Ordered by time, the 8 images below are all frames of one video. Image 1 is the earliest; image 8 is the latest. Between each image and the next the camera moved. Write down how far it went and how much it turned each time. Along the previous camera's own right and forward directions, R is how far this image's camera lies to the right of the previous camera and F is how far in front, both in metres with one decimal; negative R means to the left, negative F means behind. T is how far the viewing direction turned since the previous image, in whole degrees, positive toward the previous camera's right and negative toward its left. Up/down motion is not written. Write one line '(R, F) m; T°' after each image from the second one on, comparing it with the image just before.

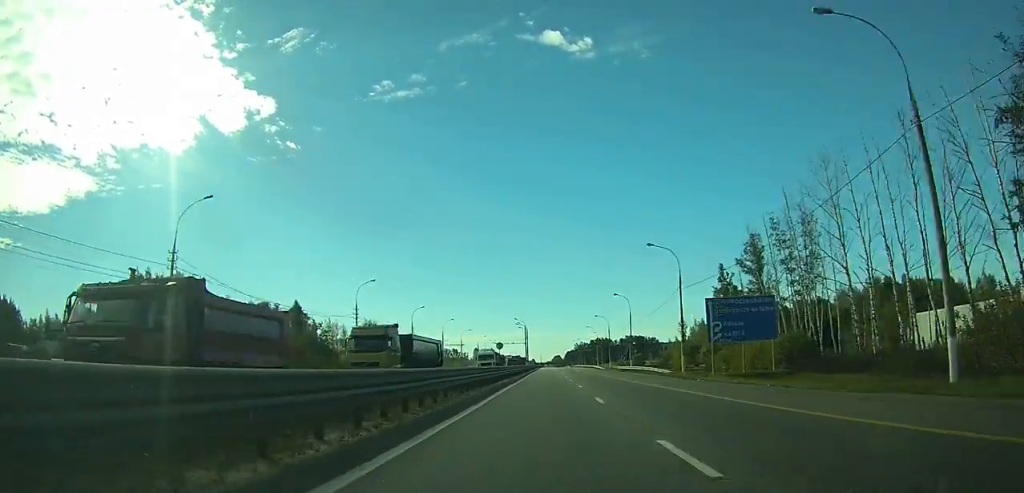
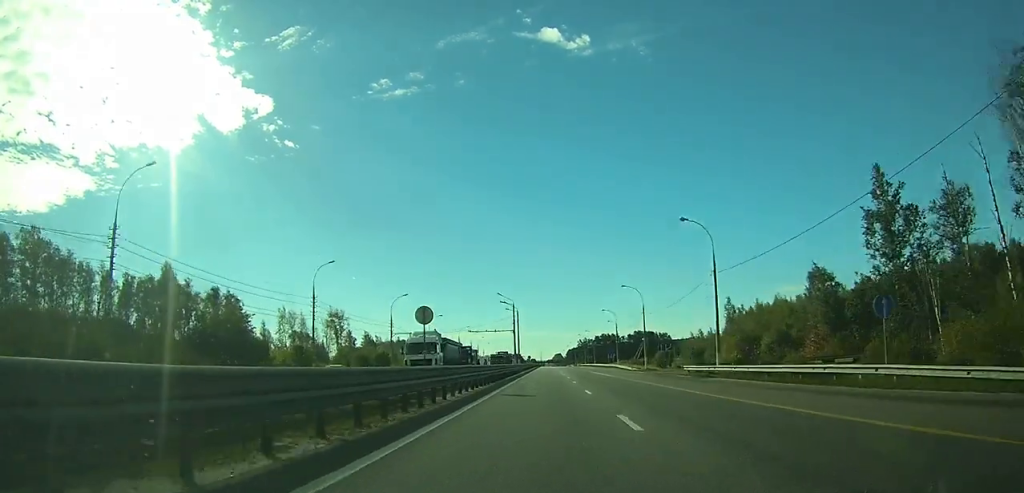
(+0.1, +43.5) m; 0°
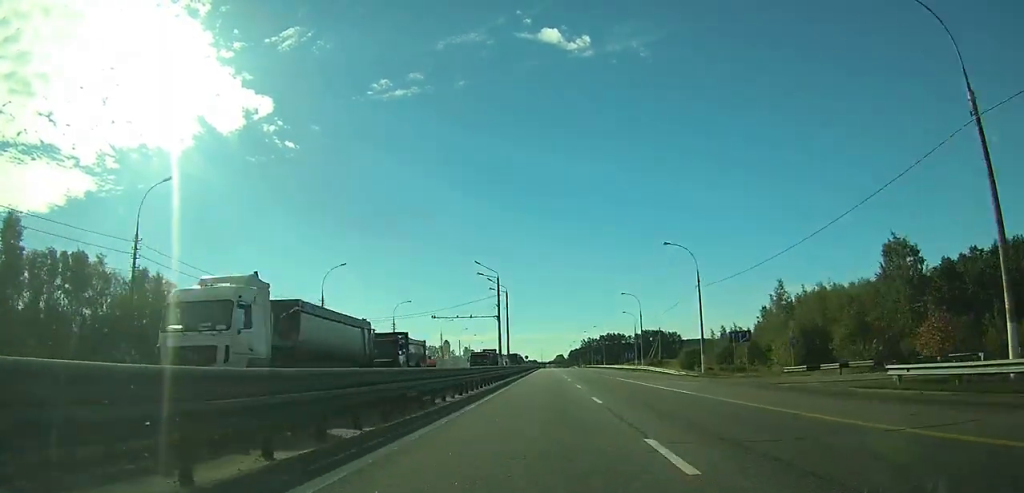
(0.0, +28.1) m; 0°
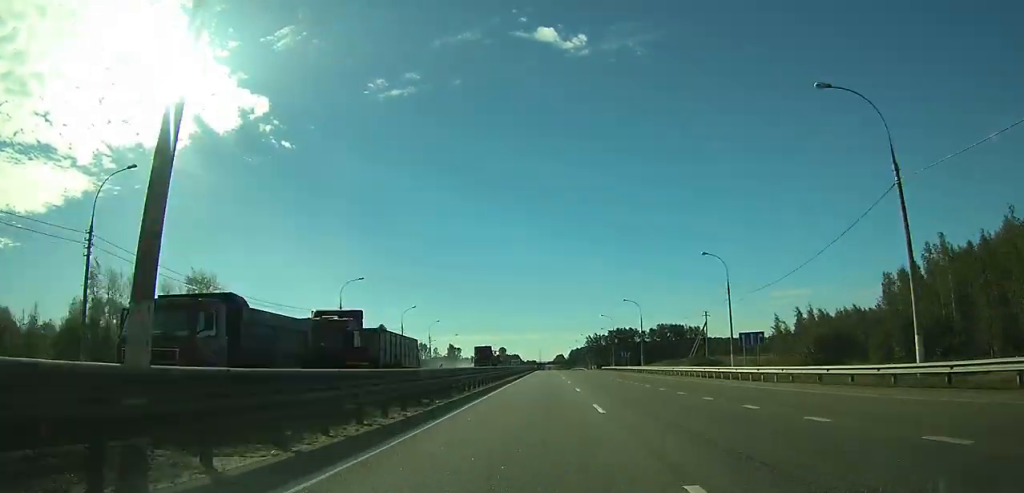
(+0.1, +63.4) m; 0°
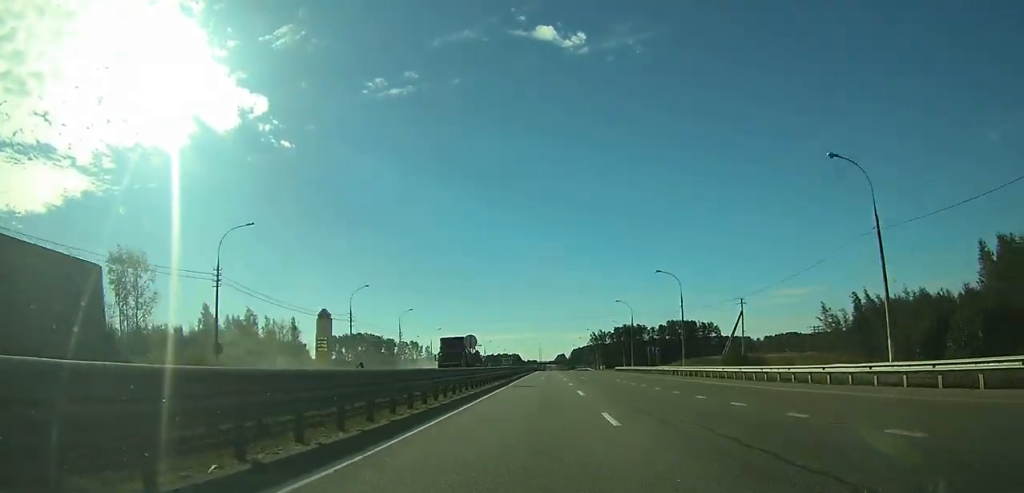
(+0.1, +26.9) m; 0°
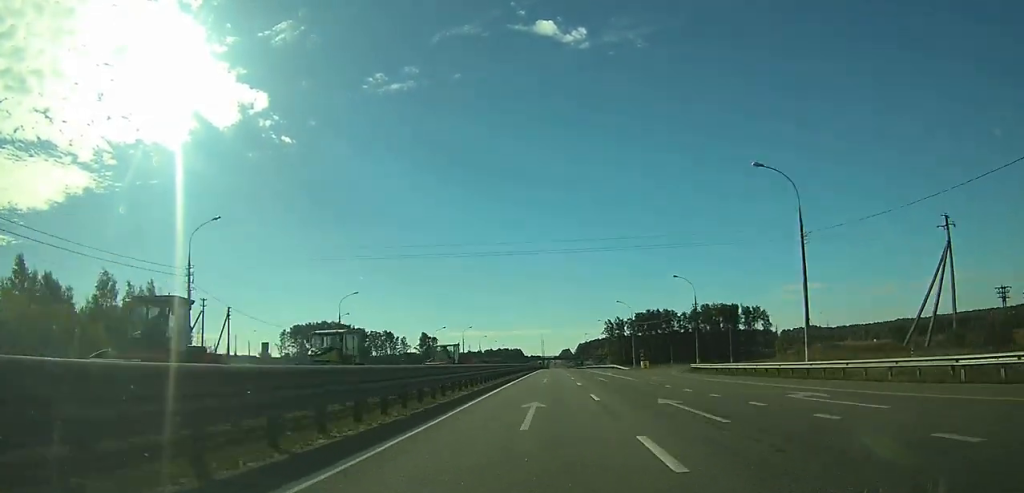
(-0.2, +64.0) m; 0°
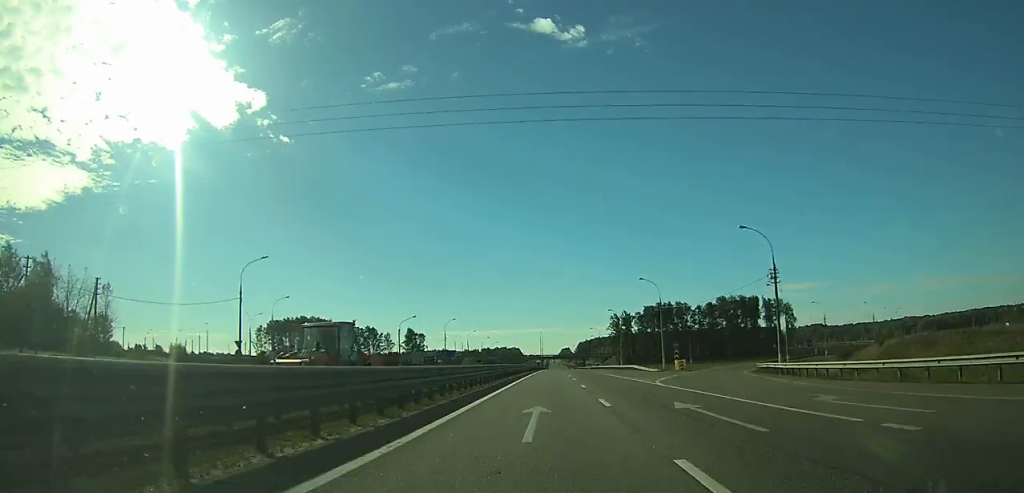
(0.0, +25.4) m; 0°
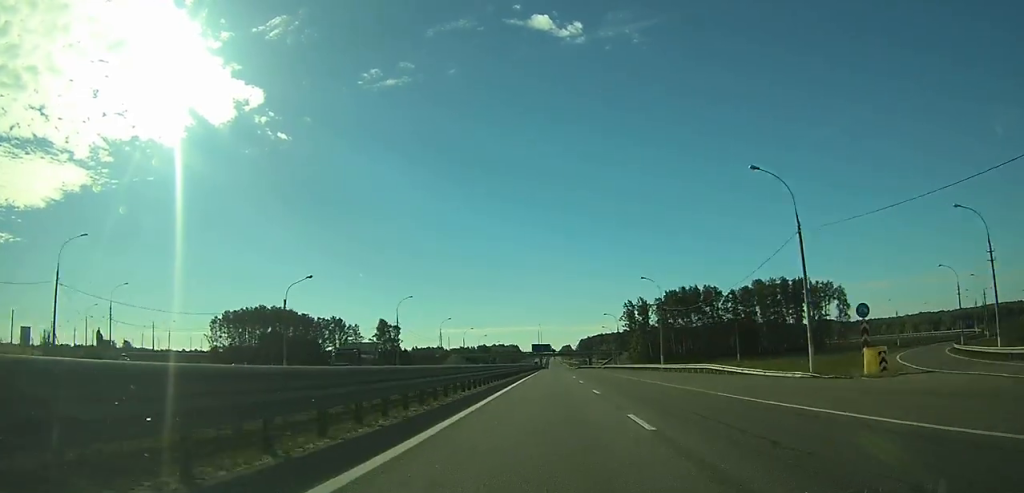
(0.0, +41.9) m; 0°
